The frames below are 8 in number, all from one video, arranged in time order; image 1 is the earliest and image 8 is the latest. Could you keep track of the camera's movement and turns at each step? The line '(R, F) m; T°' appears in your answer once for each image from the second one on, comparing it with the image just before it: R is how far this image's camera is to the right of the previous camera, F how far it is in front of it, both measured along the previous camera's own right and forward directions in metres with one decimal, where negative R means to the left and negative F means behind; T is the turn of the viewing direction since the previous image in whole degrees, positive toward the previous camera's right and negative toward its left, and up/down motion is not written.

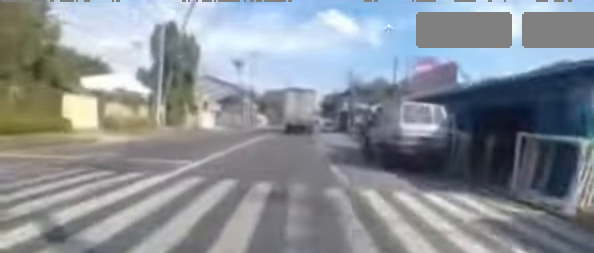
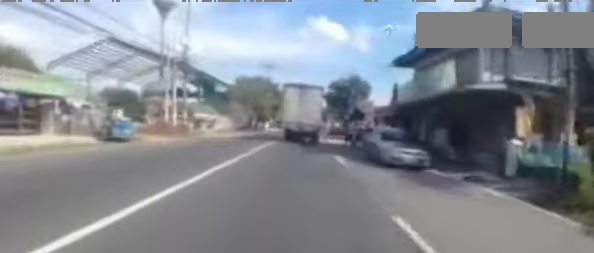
(+1.1, +30.5) m; +3°
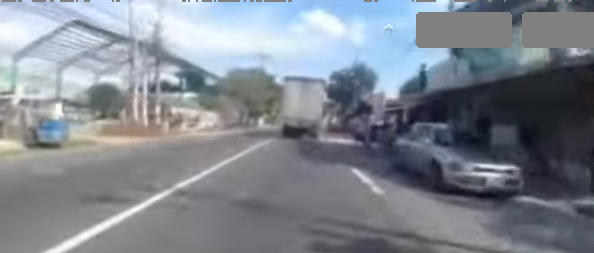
(0.0, +4.5) m; 0°
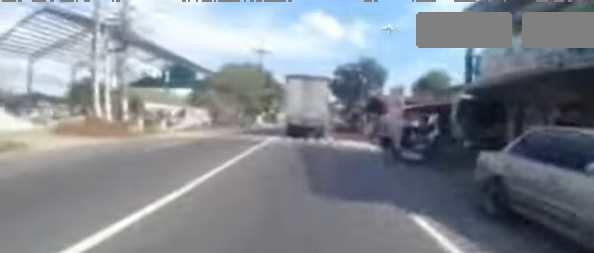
(+0.1, +3.7) m; 0°
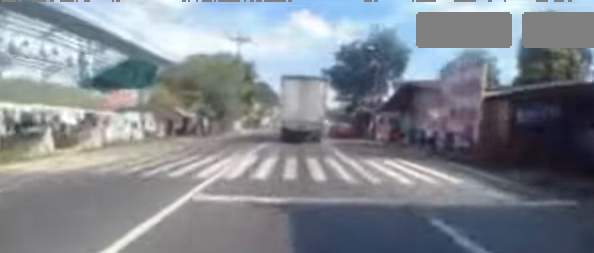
(-0.1, +9.4) m; +1°
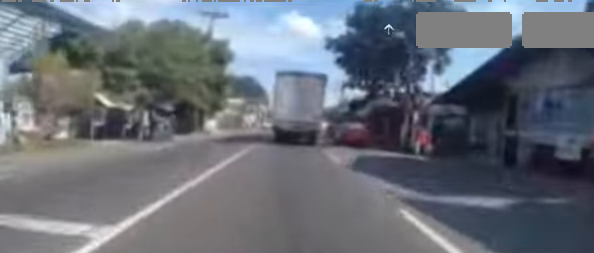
(+0.3, +8.7) m; +3°
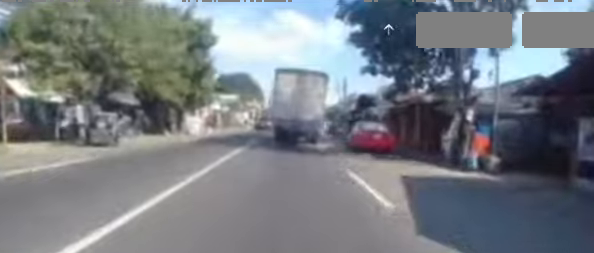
(+0.1, +5.1) m; +1°
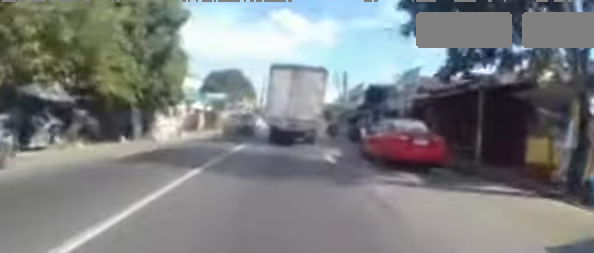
(0.0, +4.7) m; 0°
